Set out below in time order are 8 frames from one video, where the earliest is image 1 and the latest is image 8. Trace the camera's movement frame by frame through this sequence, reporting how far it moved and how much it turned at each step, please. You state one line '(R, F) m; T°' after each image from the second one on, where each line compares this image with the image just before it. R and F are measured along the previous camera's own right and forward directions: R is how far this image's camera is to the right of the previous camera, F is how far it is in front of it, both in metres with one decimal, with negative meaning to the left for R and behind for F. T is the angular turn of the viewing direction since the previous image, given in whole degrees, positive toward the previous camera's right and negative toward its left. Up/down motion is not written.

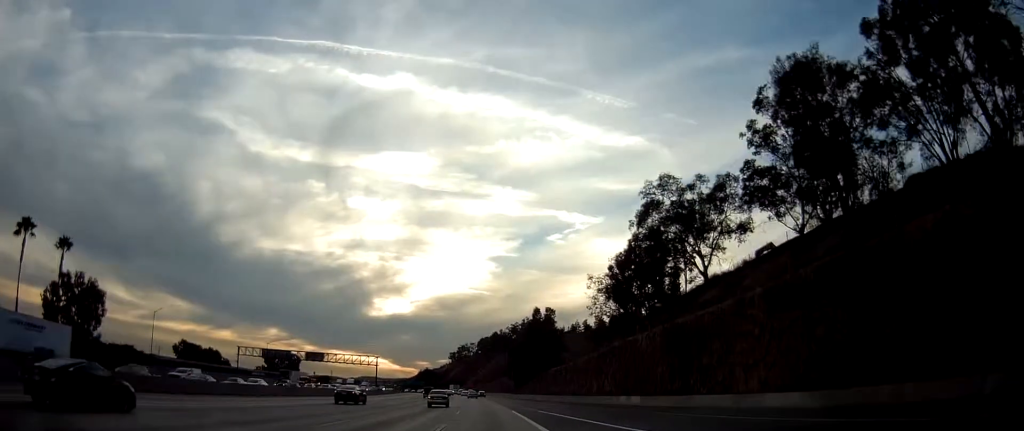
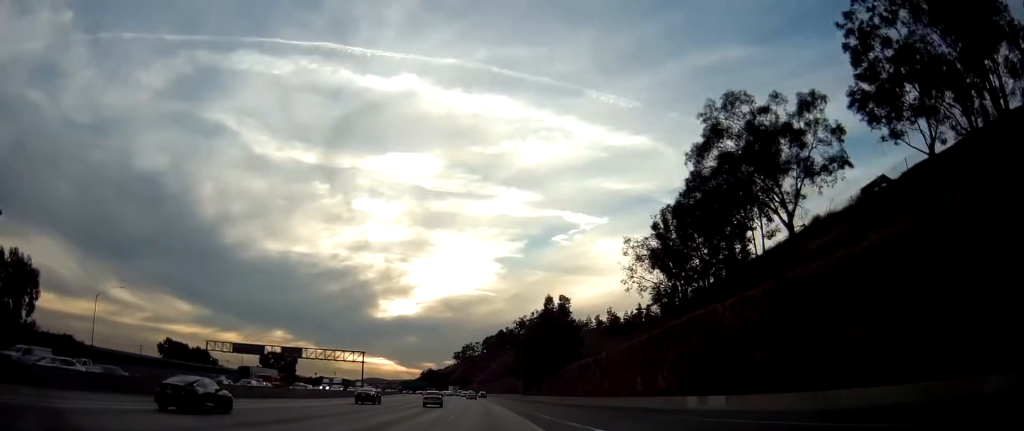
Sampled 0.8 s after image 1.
(-0.1, +17.7) m; -1°
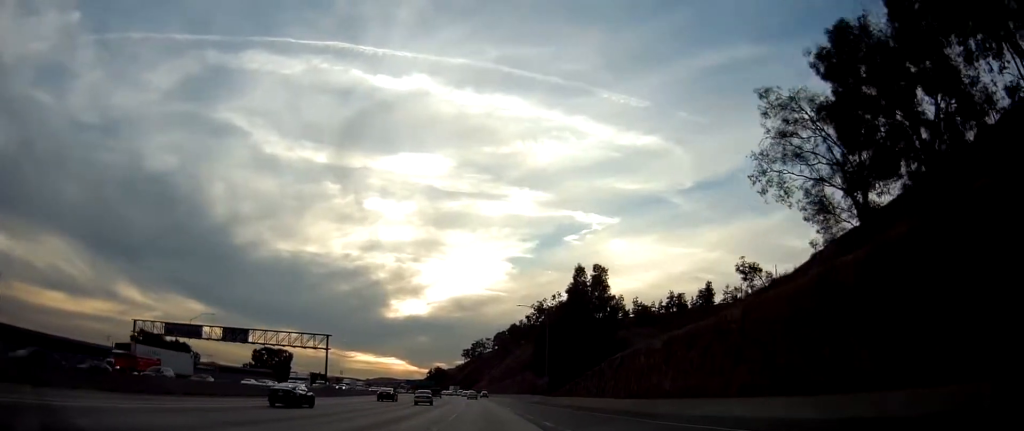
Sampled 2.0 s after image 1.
(-0.4, +28.9) m; -2°
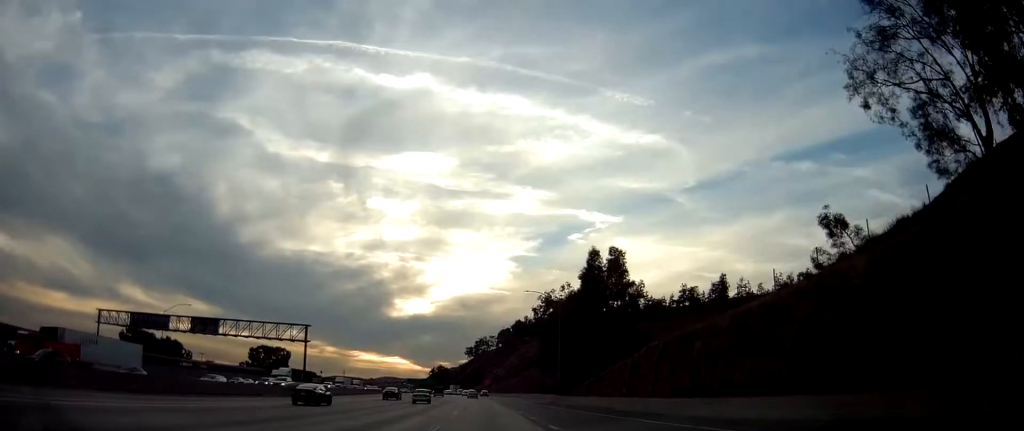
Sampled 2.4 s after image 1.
(-0.2, +10.2) m; 0°
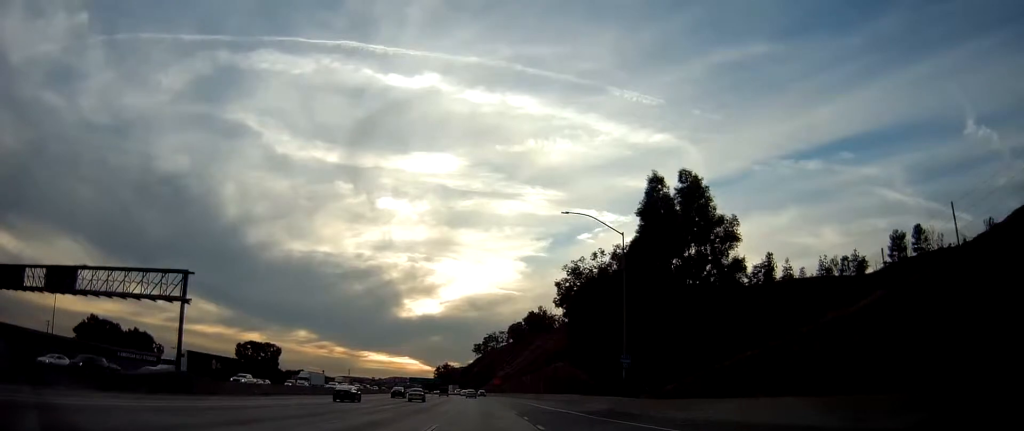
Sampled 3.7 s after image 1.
(0.0, +29.3) m; -1°
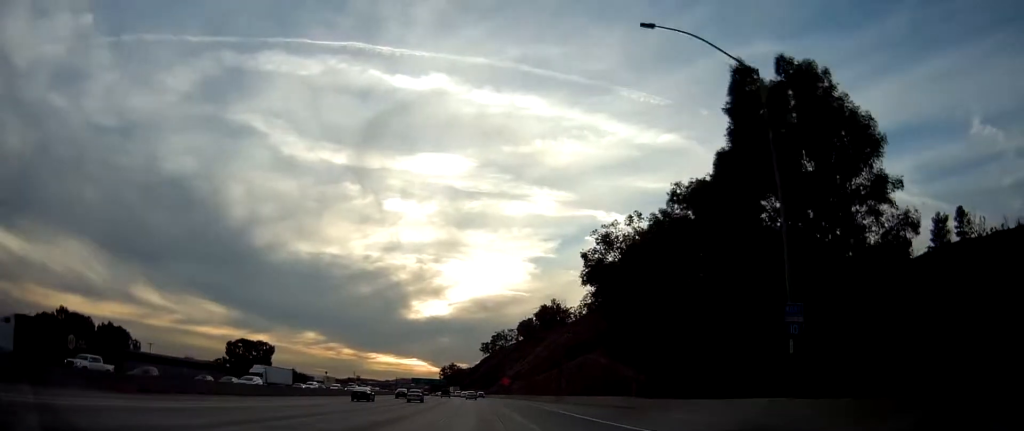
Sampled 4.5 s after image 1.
(-0.3, +20.8) m; 0°
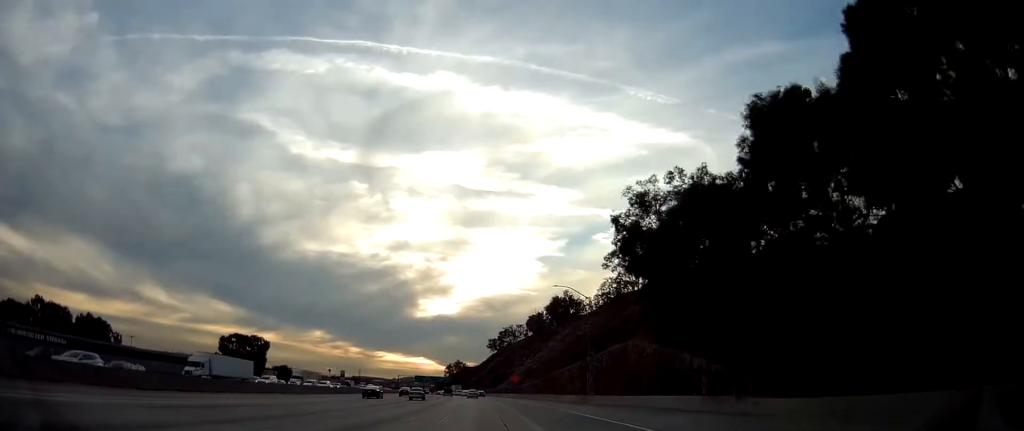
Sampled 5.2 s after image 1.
(0.0, +15.4) m; 0°
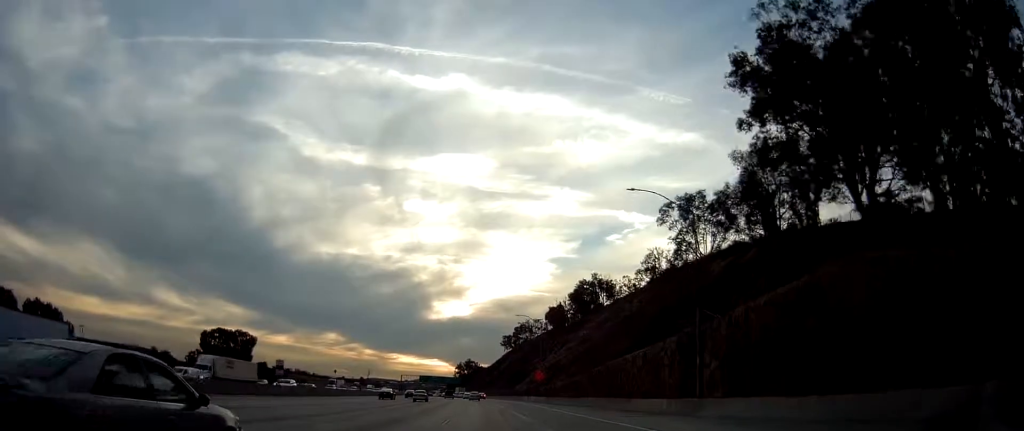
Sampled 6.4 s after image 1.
(-0.3, +31.2) m; -1°
